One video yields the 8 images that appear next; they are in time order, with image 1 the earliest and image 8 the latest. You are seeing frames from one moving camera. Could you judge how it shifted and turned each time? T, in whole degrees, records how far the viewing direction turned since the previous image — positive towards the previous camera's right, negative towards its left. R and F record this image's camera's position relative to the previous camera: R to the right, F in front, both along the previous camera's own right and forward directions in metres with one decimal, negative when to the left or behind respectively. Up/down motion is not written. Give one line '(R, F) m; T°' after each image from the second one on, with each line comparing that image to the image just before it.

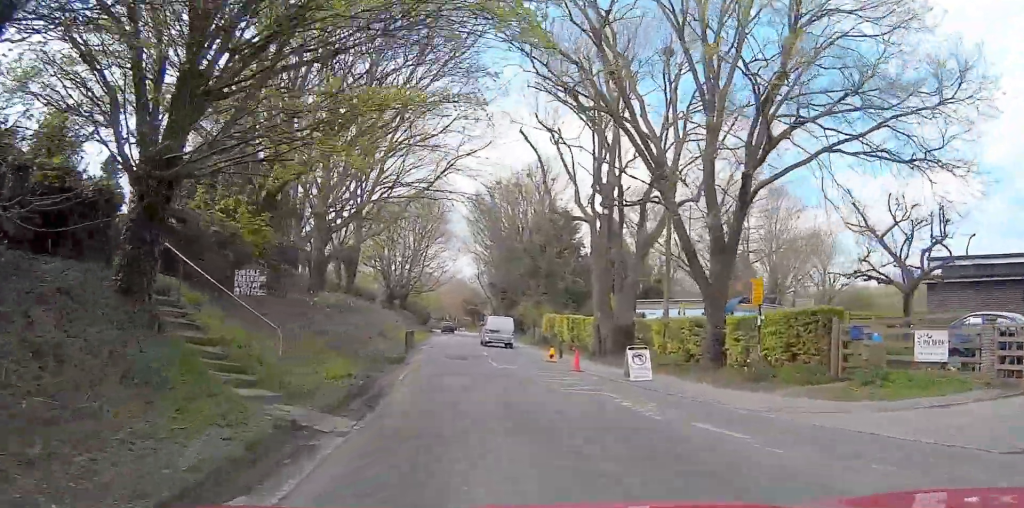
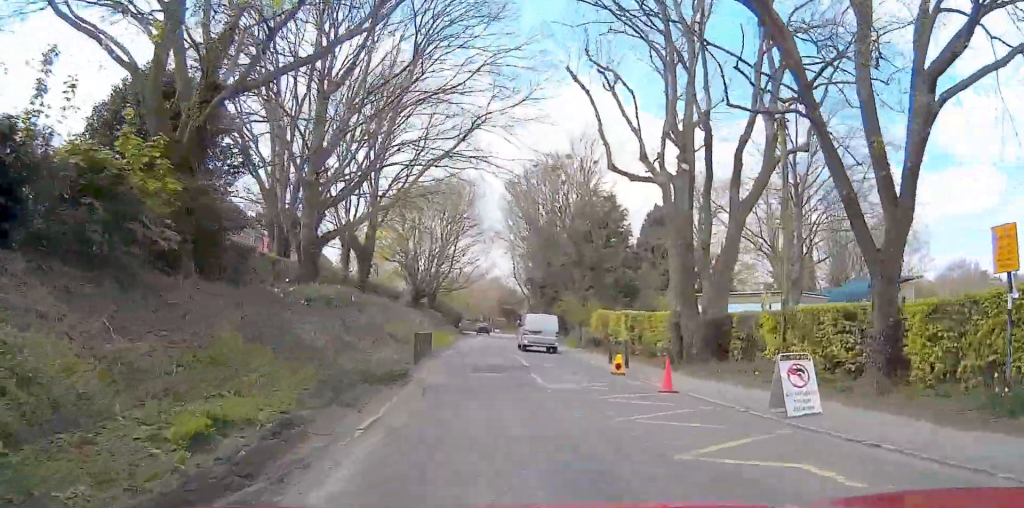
(0.0, +7.6) m; 0°
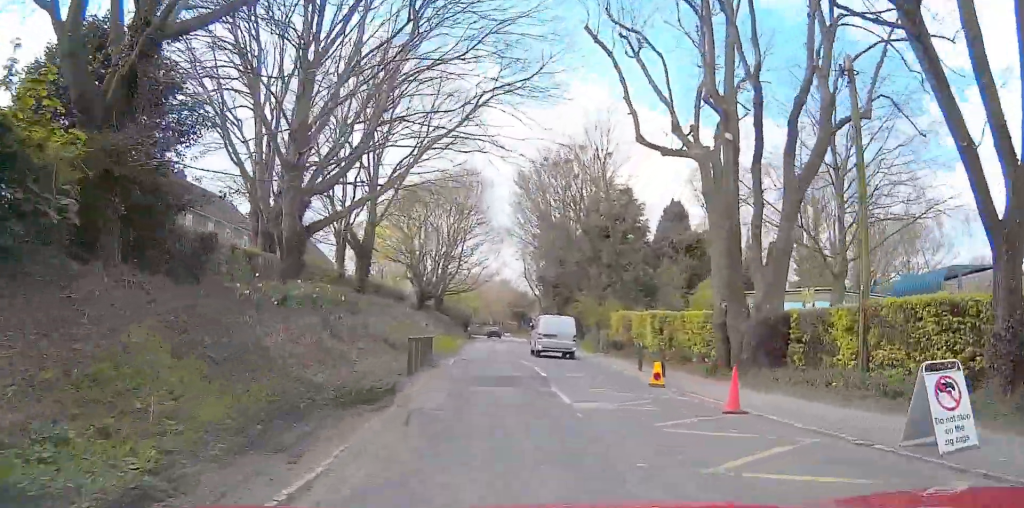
(0.0, +3.7) m; 0°
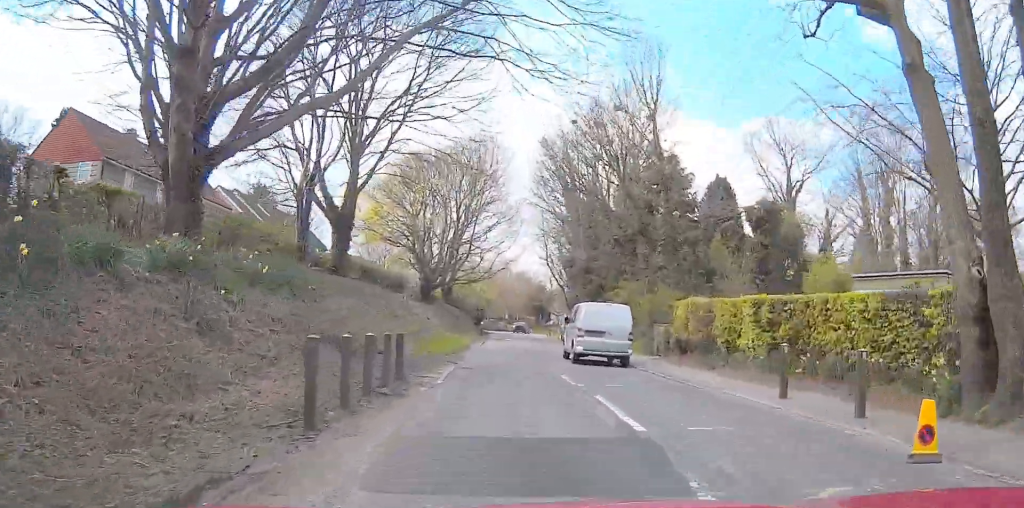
(0.0, +10.5) m; 0°
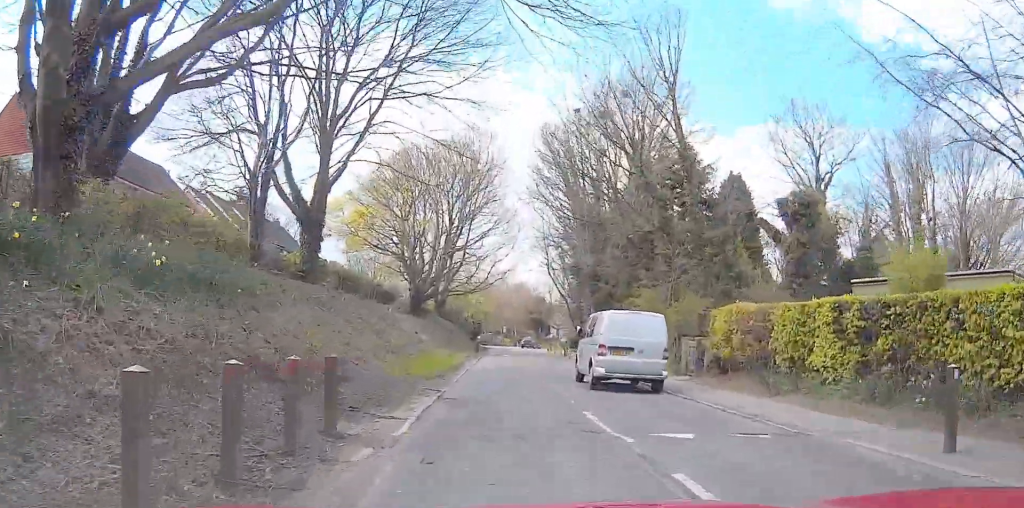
(0.0, +5.2) m; -2°
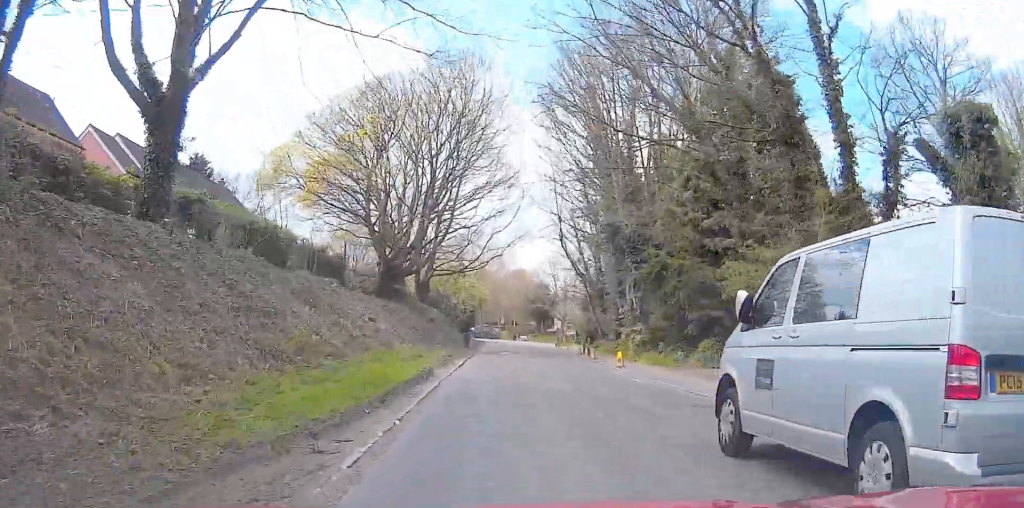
(-0.6, +14.2) m; -4°
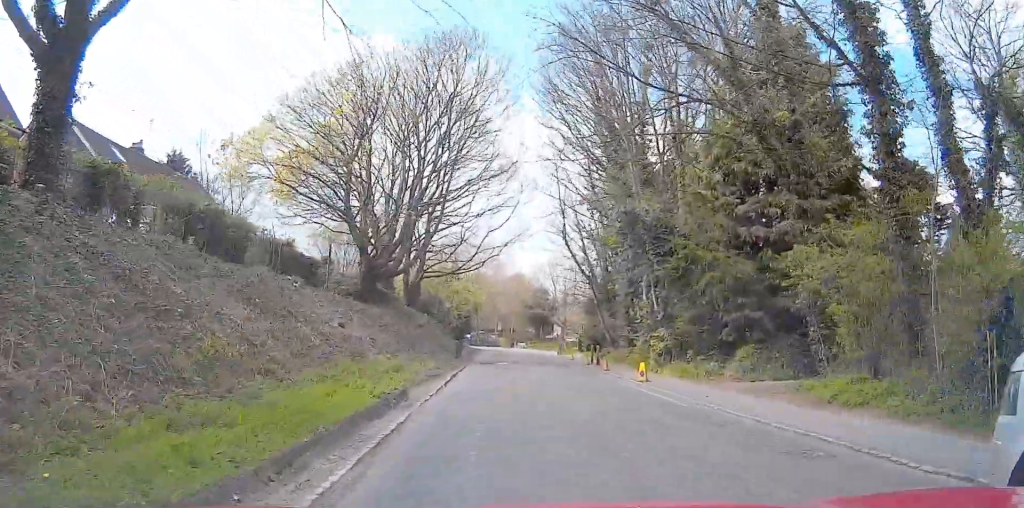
(0.0, +4.5) m; 0°
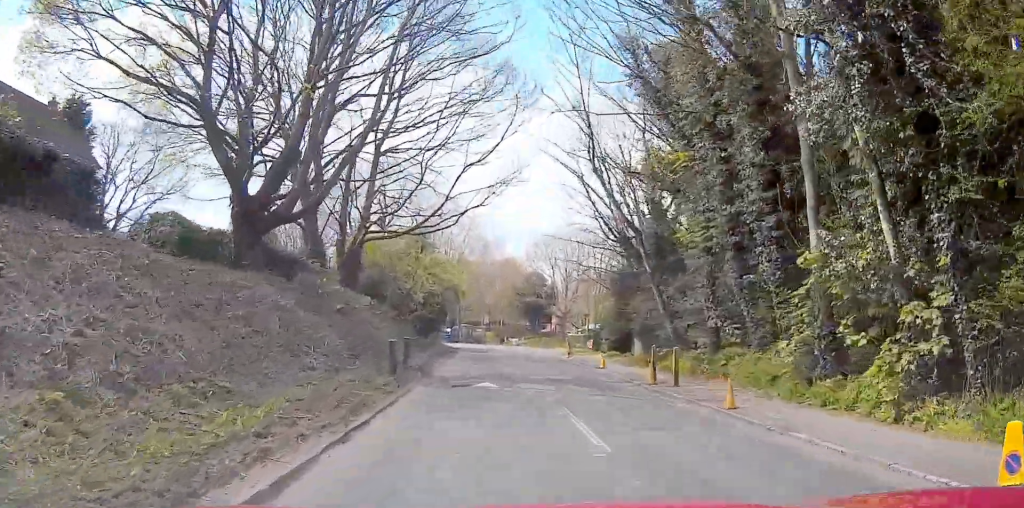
(+0.2, +16.6) m; +1°
